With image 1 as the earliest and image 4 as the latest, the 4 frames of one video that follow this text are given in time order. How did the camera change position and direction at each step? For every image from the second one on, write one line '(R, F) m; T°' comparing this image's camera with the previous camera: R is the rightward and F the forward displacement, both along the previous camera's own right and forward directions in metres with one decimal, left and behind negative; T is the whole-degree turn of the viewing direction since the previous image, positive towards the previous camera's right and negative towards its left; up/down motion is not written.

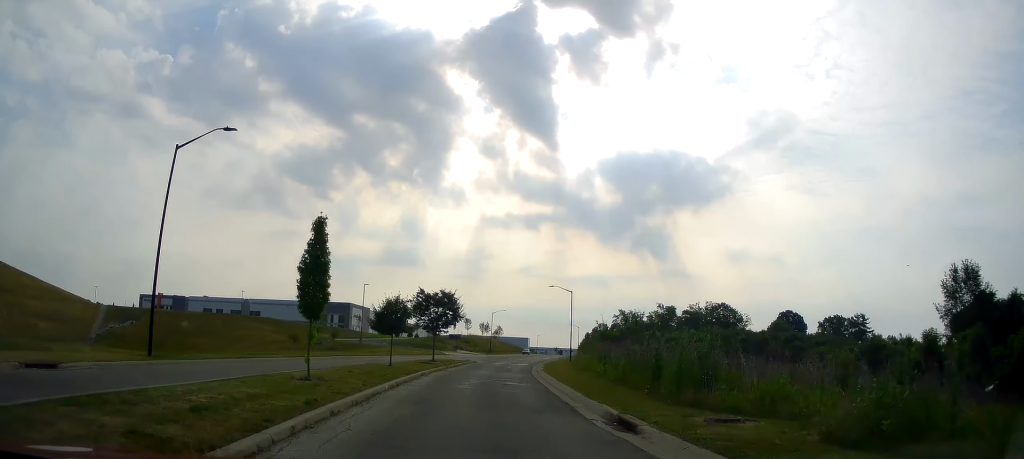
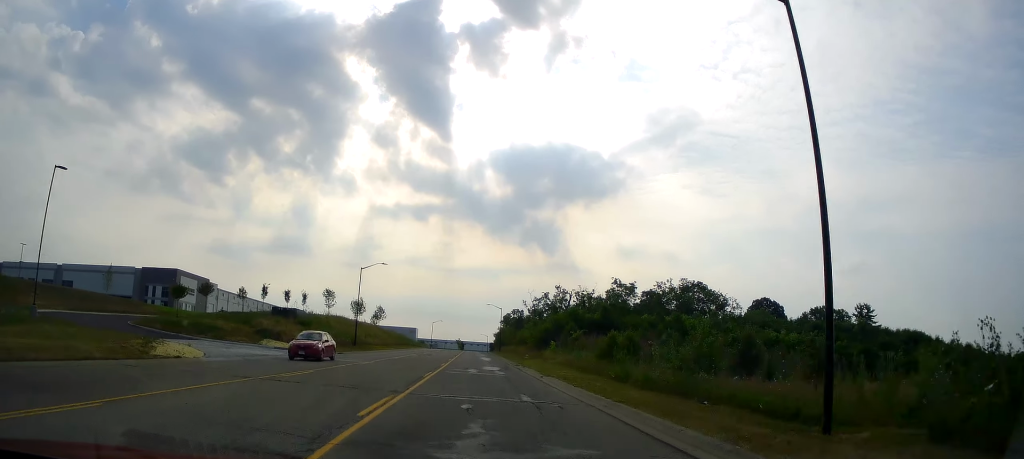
(+6.5, +69.3) m; +10°
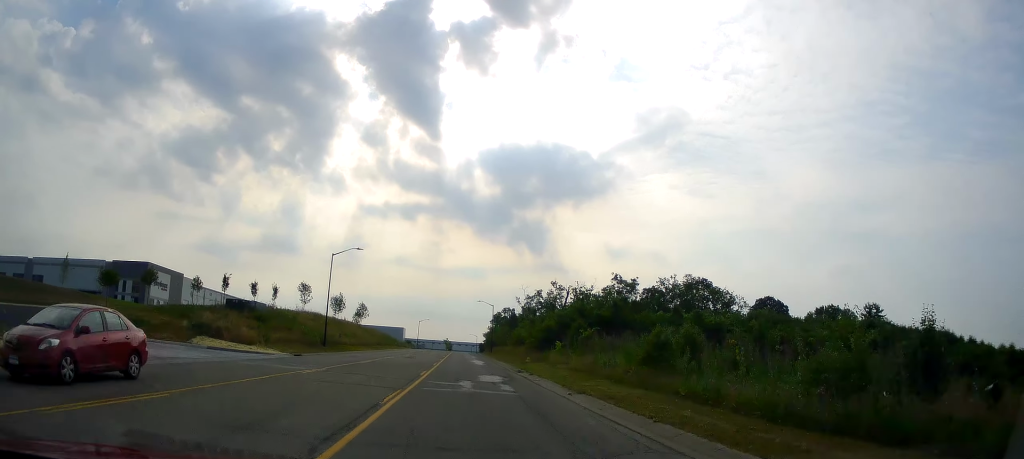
(+0.1, +9.5) m; +1°
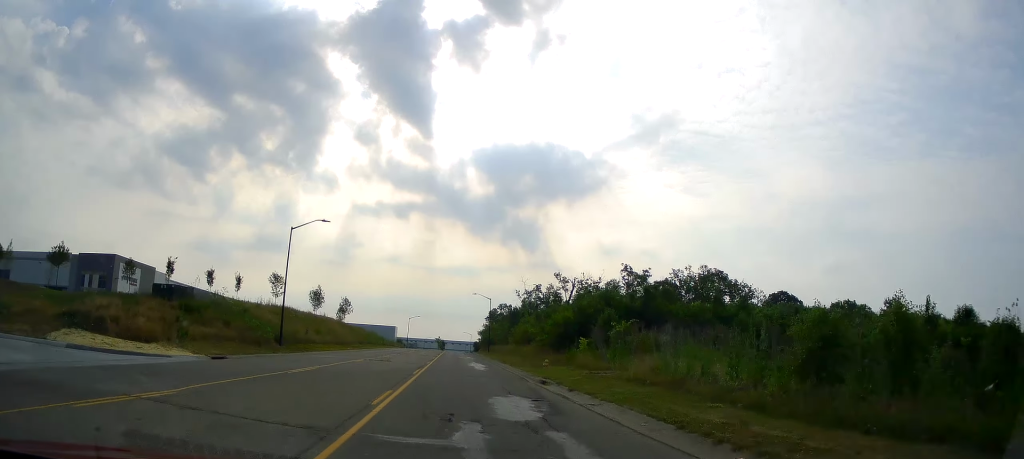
(0.0, +11.3) m; +1°
